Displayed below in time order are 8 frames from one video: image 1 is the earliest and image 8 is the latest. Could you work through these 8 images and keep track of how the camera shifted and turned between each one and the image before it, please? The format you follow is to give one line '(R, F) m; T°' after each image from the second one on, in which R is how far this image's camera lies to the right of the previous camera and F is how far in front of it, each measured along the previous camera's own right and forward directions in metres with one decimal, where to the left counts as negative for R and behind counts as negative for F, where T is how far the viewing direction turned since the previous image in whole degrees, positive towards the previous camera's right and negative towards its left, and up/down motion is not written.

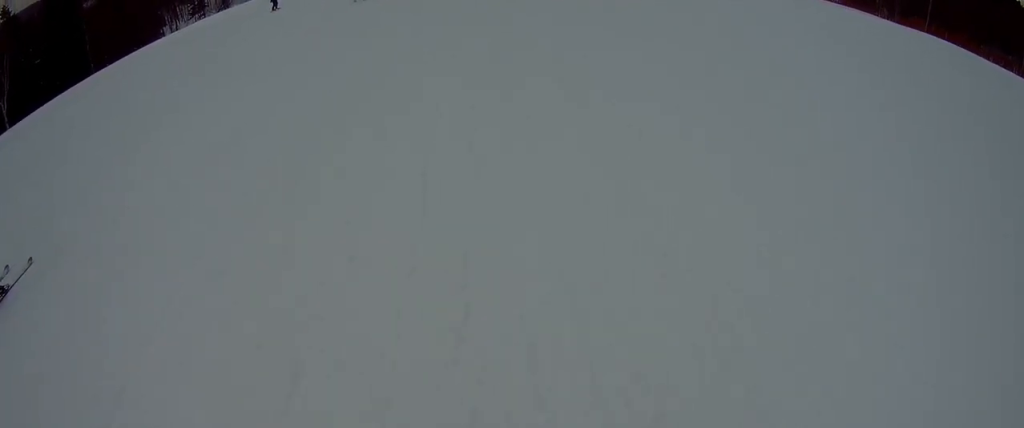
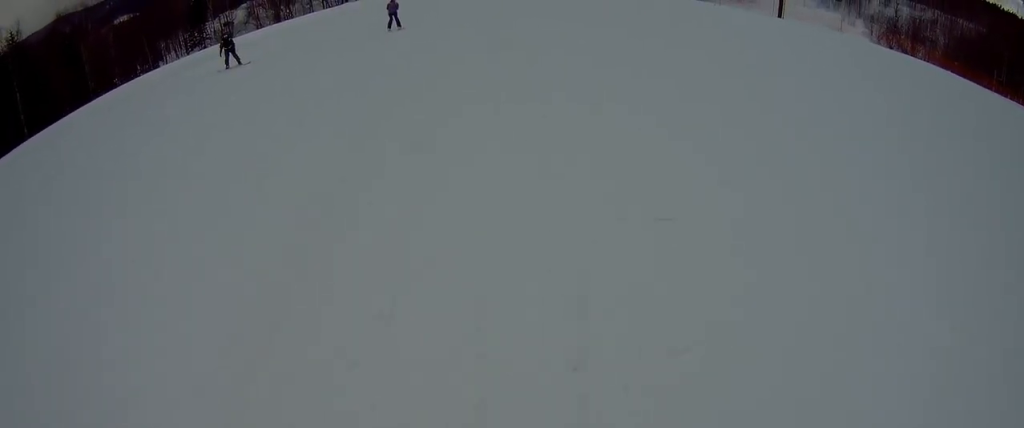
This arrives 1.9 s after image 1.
(+0.3, +22.2) m; -2°
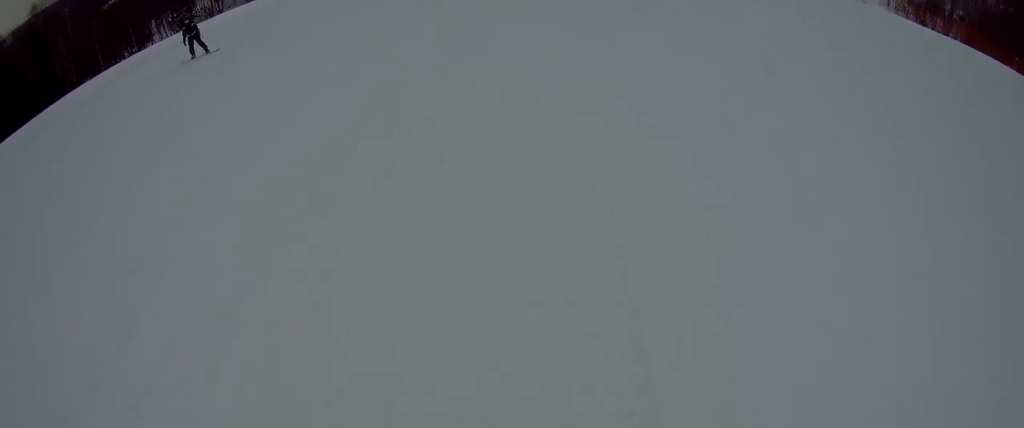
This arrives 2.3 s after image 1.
(0.0, +5.0) m; 0°
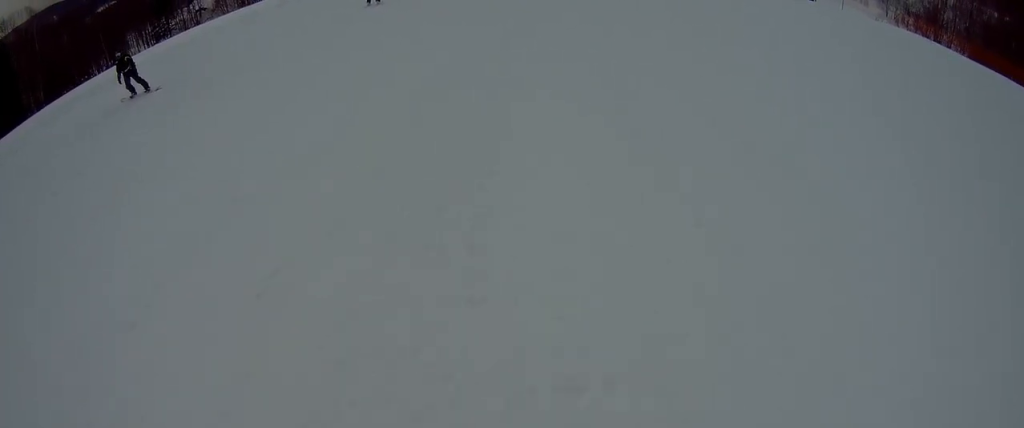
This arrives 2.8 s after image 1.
(0.0, +5.3) m; 0°
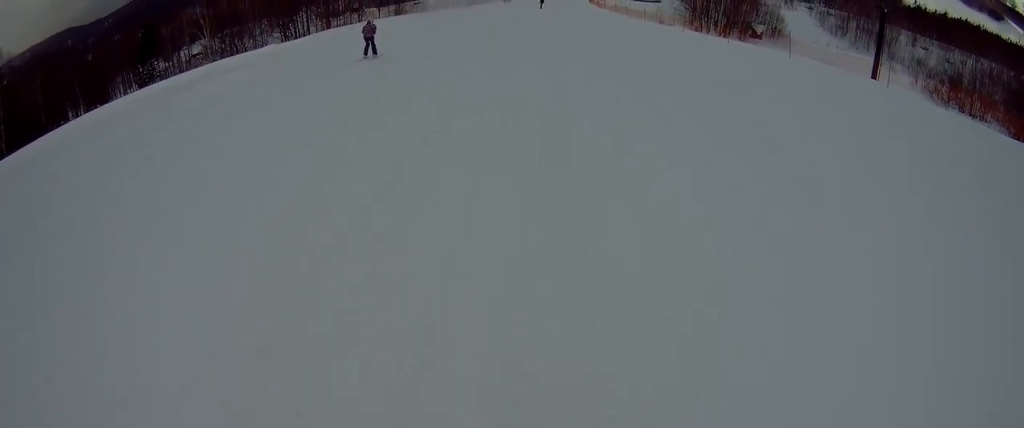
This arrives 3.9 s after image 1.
(0.0, +12.0) m; +6°
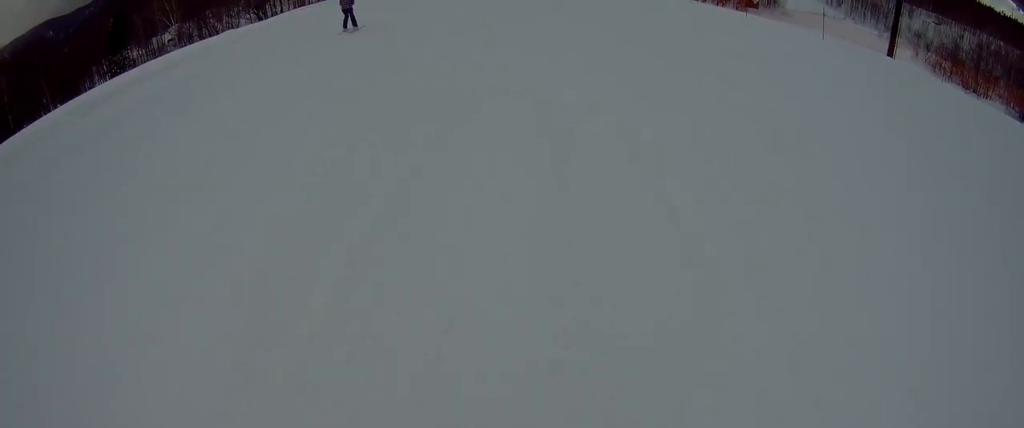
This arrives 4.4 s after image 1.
(+0.4, +4.4) m; +1°
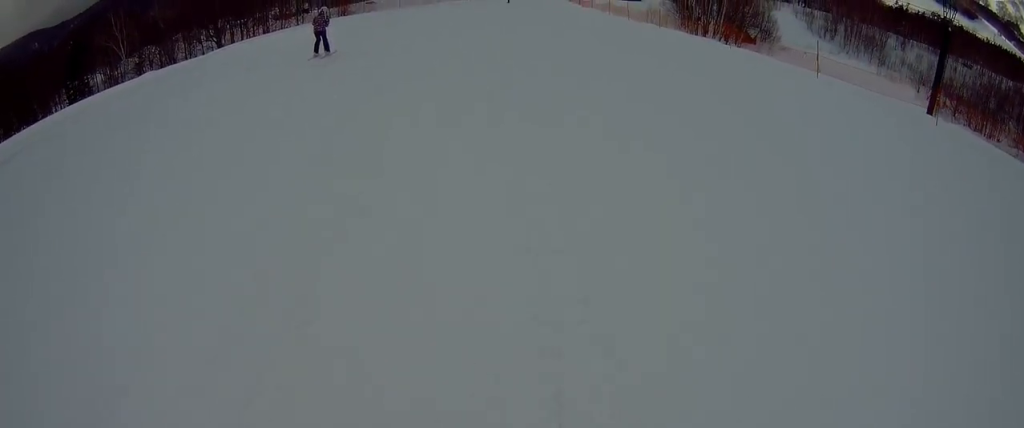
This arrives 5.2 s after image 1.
(+0.6, +8.8) m; 0°
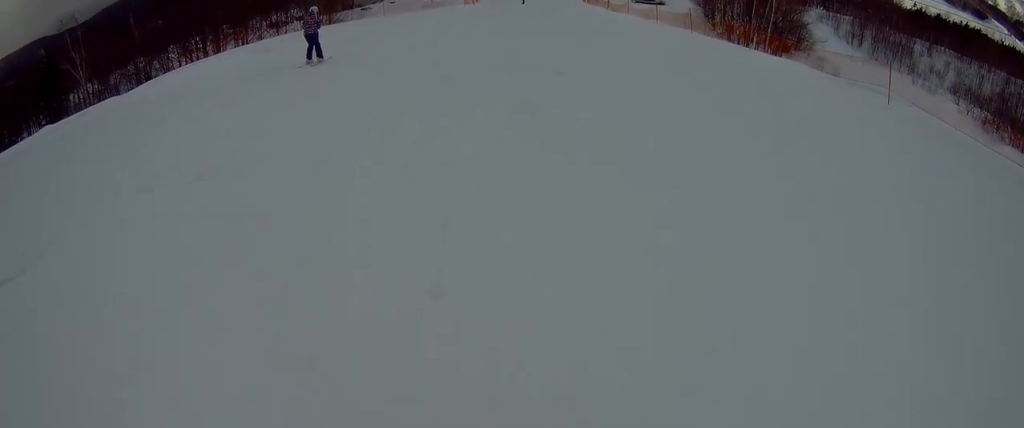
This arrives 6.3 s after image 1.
(-0.6, +10.7) m; +2°
